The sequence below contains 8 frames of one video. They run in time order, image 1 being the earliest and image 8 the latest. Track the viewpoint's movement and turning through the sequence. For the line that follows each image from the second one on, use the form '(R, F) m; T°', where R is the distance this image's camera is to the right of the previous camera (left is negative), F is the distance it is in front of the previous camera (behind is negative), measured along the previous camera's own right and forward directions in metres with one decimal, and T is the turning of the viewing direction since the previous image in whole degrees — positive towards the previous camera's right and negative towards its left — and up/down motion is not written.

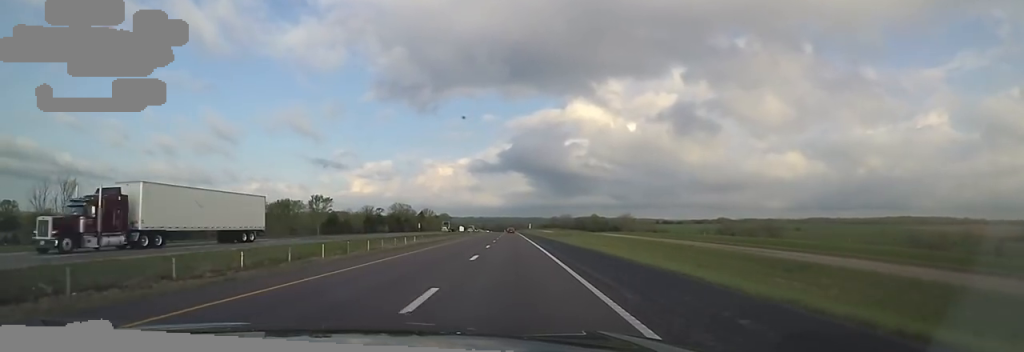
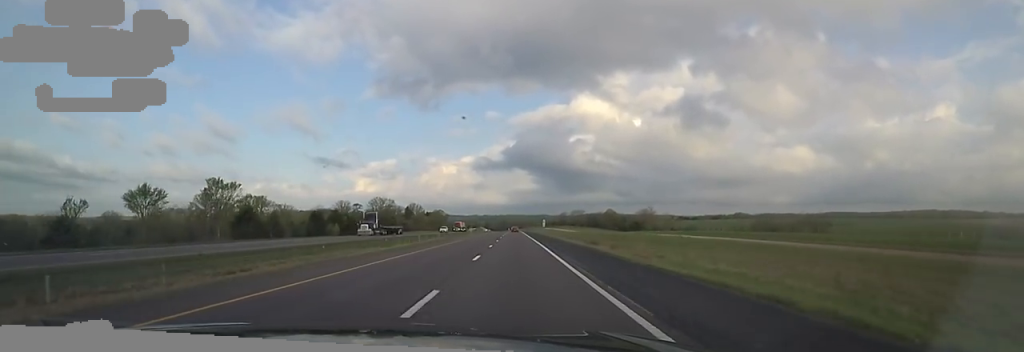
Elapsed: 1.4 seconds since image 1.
(+0.9, +48.7) m; 0°
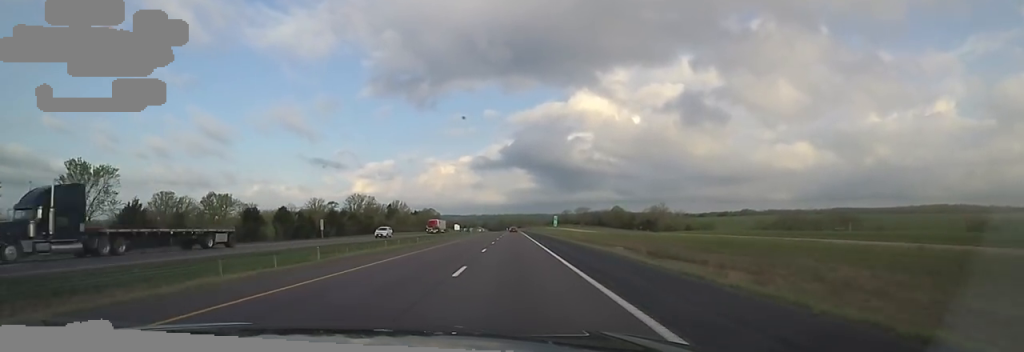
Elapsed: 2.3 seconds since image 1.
(-1.2, +30.3) m; -2°
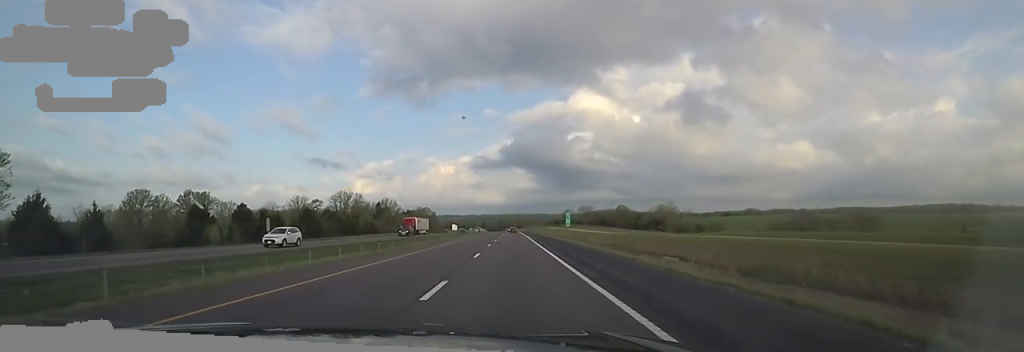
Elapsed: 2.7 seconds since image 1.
(-0.1, +16.5) m; +1°
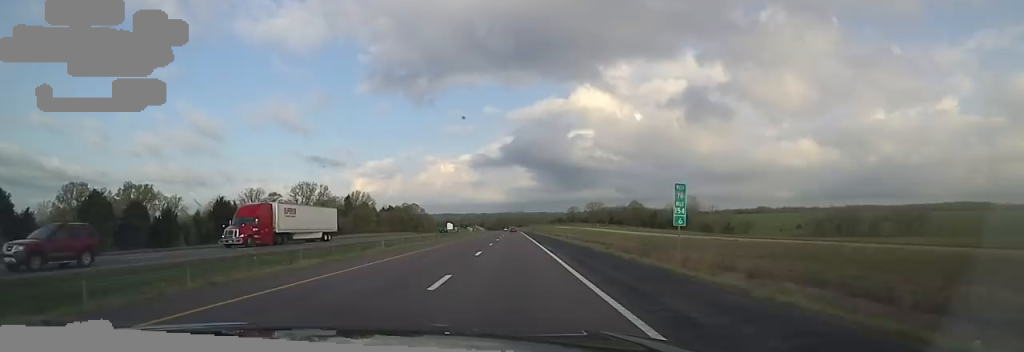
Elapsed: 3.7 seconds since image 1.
(+0.5, +35.3) m; +2°
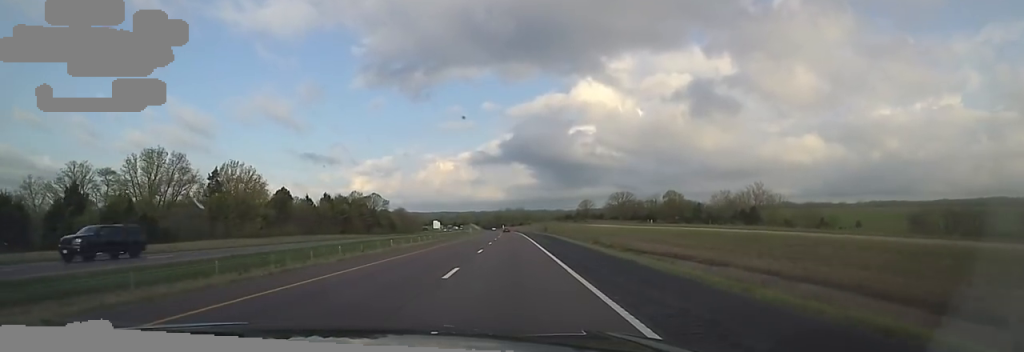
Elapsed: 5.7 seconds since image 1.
(-1.0, +70.7) m; -2°
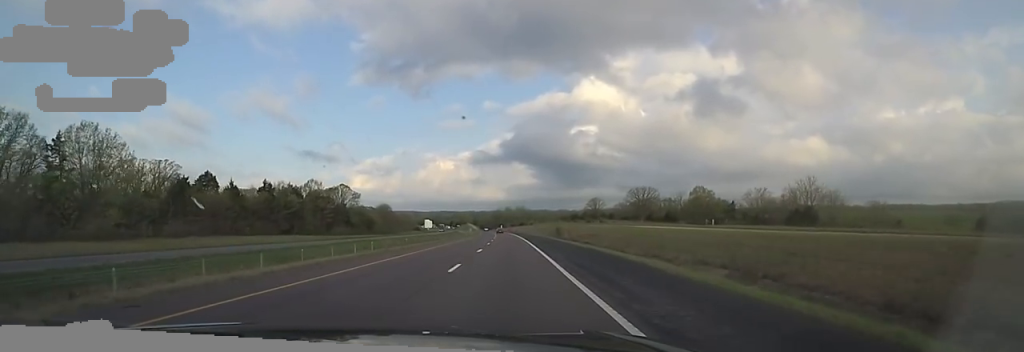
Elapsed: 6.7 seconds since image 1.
(+0.4, +34.4) m; +2°
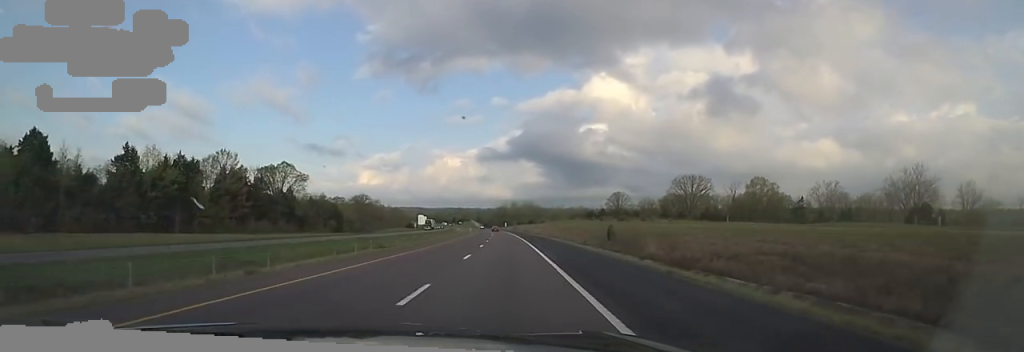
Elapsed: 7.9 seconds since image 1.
(+0.2, +42.8) m; -1°
